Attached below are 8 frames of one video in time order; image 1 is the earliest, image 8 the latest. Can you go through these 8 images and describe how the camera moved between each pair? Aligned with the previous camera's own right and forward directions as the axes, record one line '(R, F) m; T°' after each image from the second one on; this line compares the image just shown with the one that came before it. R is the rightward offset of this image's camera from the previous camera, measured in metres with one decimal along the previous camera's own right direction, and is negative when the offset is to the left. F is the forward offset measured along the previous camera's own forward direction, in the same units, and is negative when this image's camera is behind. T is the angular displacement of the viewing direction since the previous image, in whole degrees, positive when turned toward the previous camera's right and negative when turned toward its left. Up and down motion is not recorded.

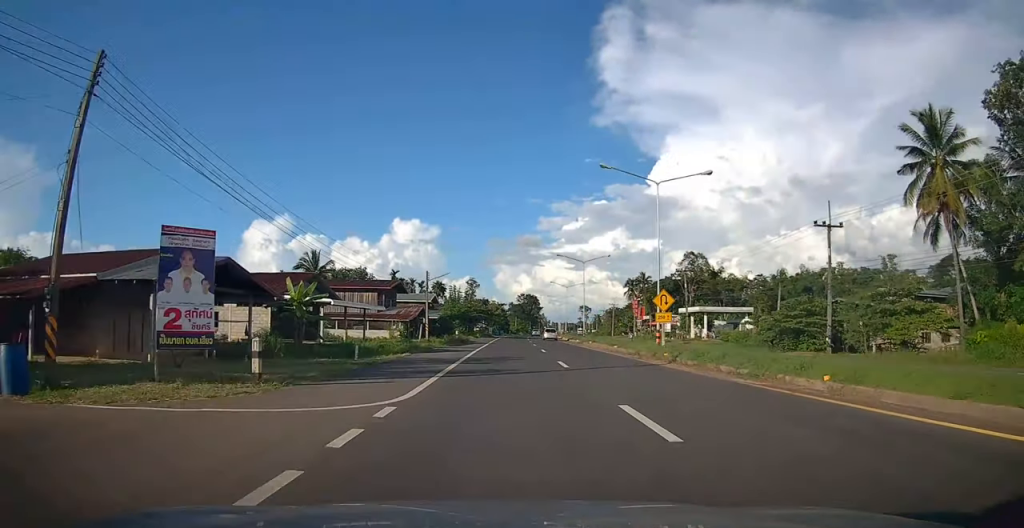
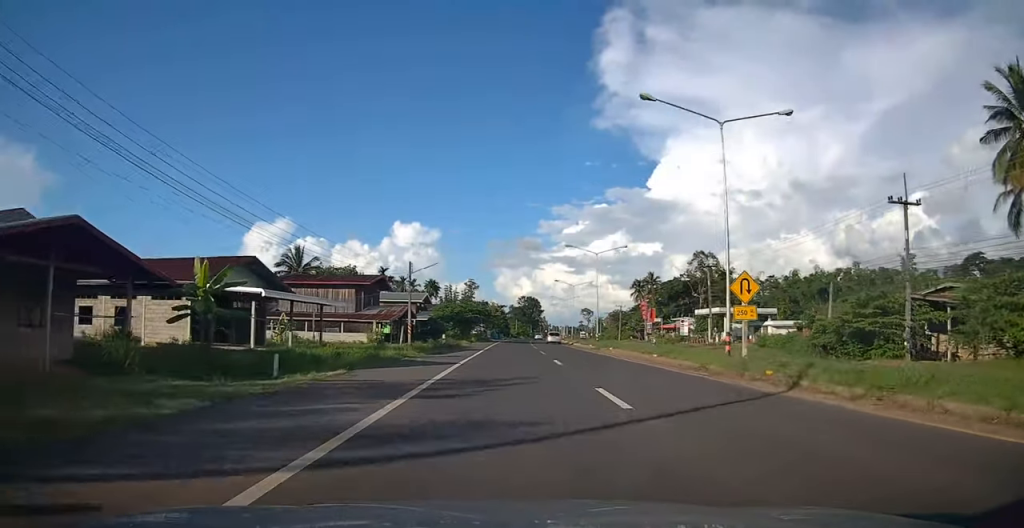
(0.0, +9.4) m; +1°
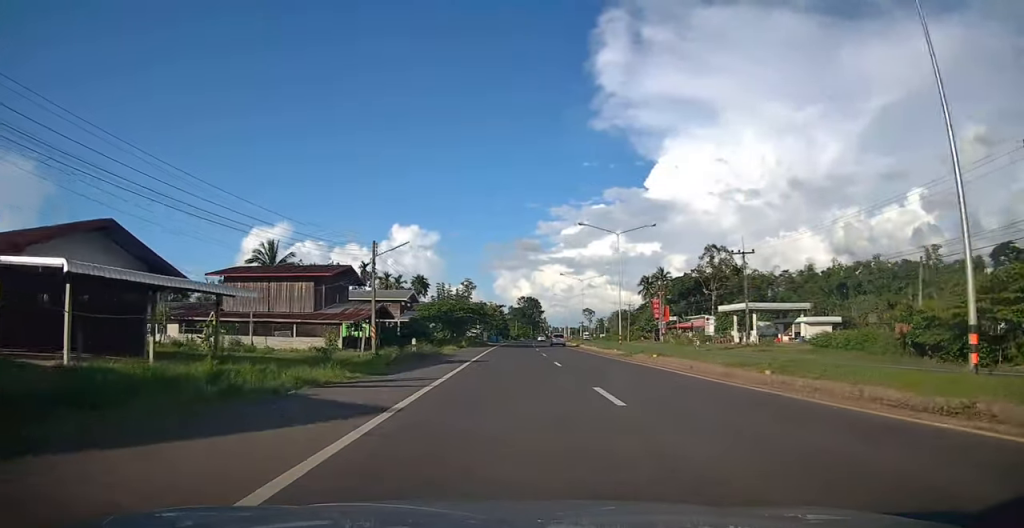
(-0.2, +11.5) m; +1°
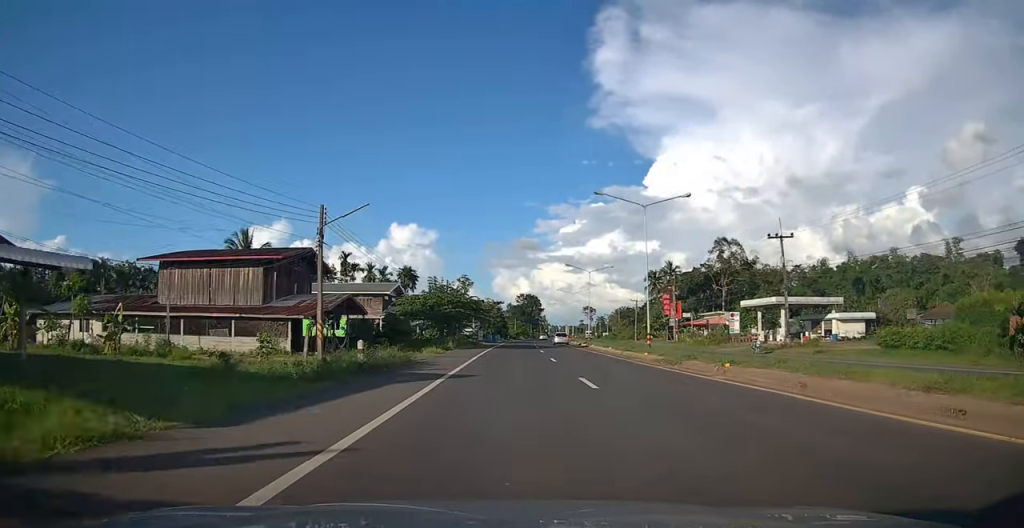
(+0.3, +9.2) m; 0°
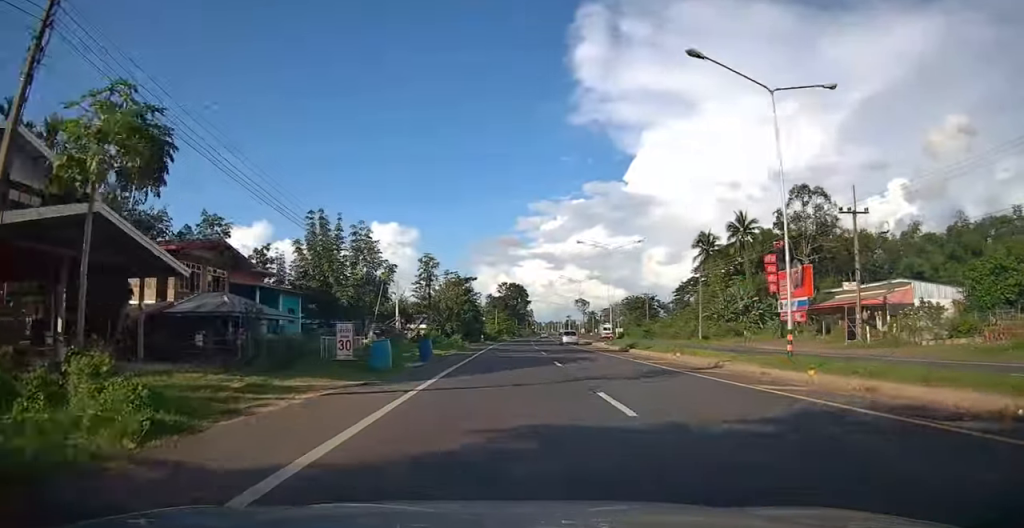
(-1.2, +52.7) m; 0°
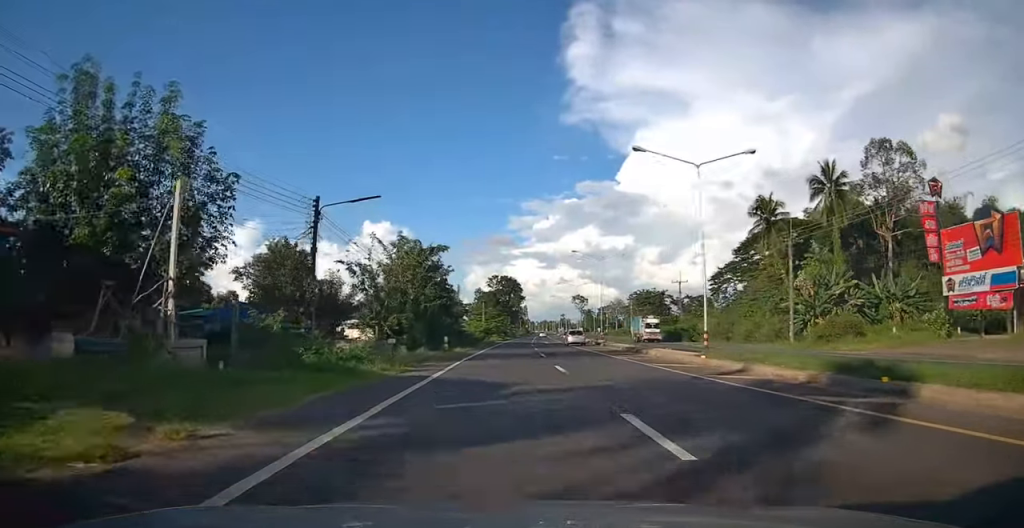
(+1.0, +27.4) m; +2°
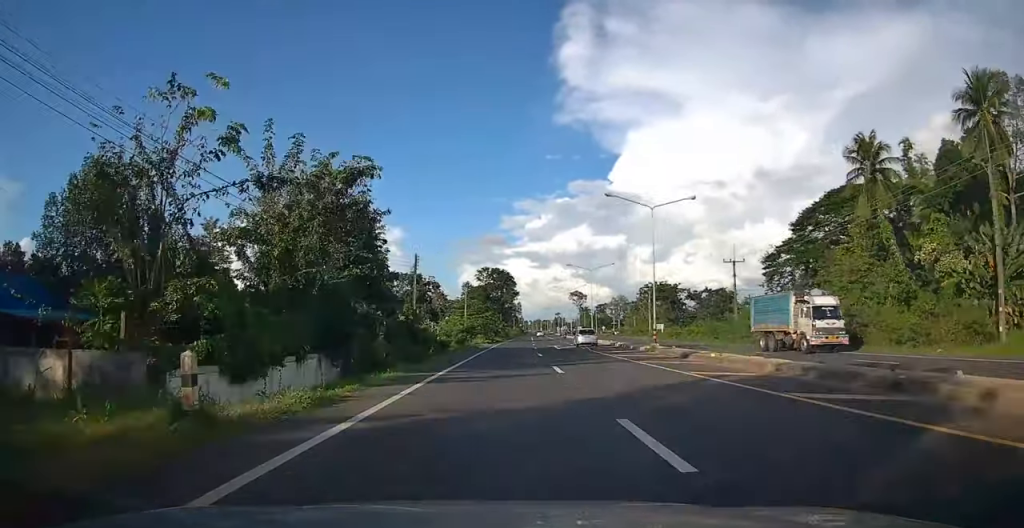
(0.0, +24.6) m; 0°
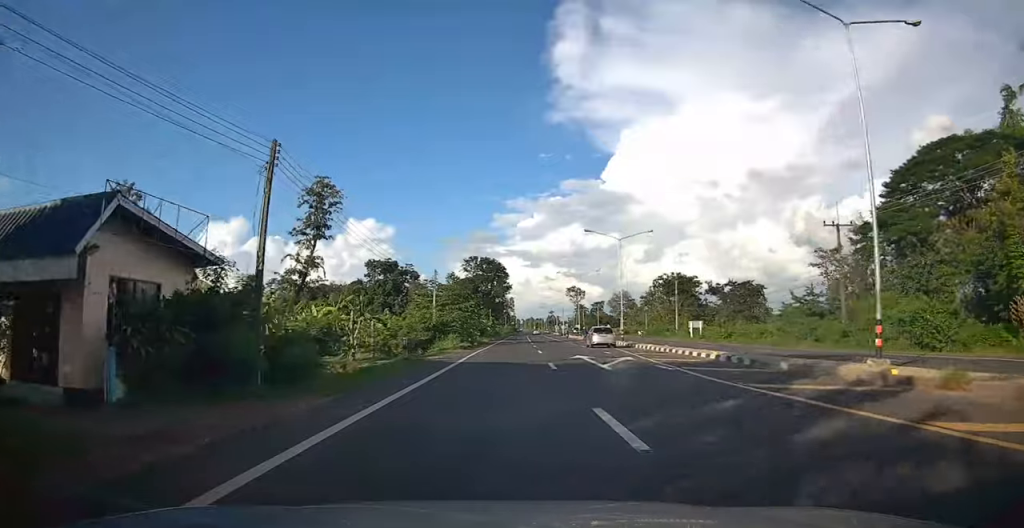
(0.0, +23.4) m; 0°
